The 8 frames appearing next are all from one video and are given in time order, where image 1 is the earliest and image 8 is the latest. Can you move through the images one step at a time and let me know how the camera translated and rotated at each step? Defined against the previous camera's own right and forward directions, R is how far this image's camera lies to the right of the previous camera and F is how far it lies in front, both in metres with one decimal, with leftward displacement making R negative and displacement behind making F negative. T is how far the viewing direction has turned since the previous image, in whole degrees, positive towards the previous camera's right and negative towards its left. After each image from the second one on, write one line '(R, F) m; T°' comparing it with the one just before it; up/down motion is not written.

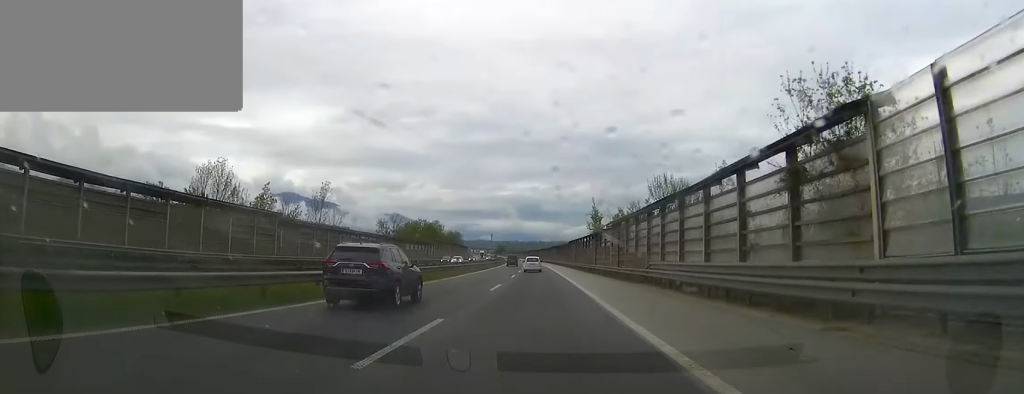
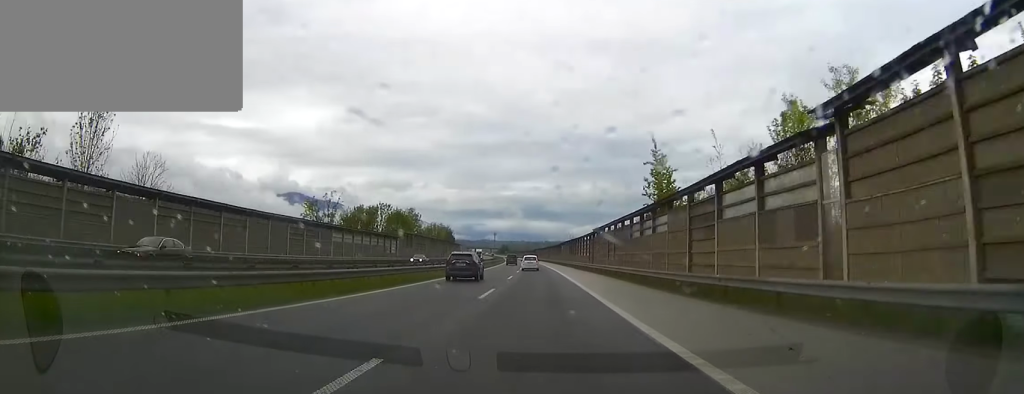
(-0.3, +40.6) m; -1°
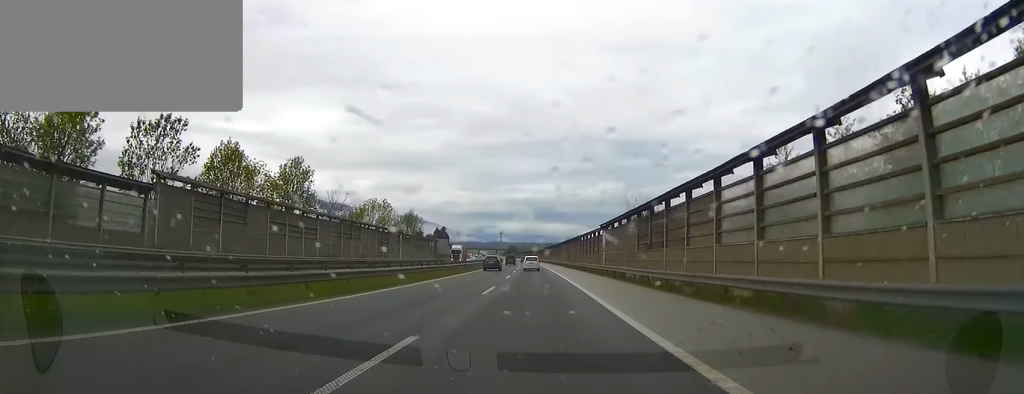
(-0.9, +68.3) m; -1°
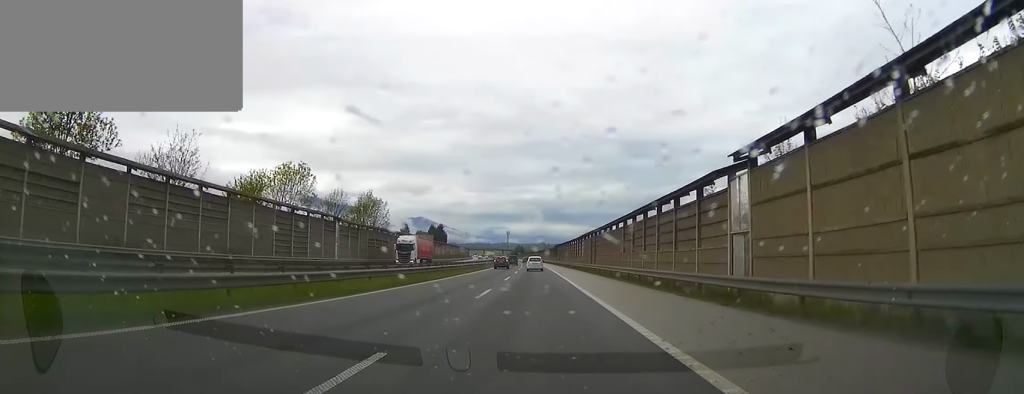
(-0.4, +37.2) m; -1°
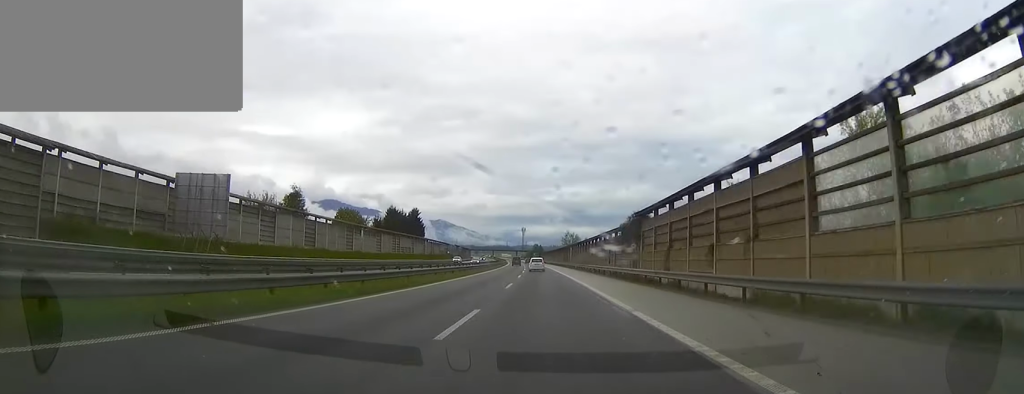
(-0.9, +98.5) m; -2°
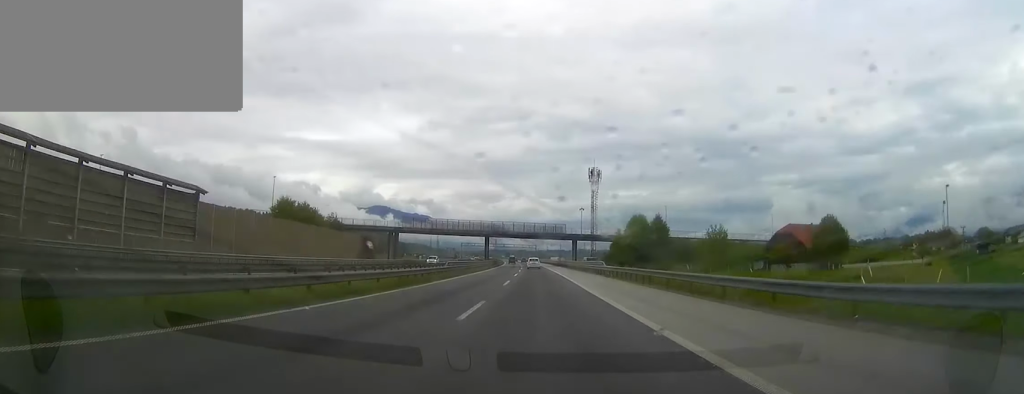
(-15.3, +296.1) m; -5°
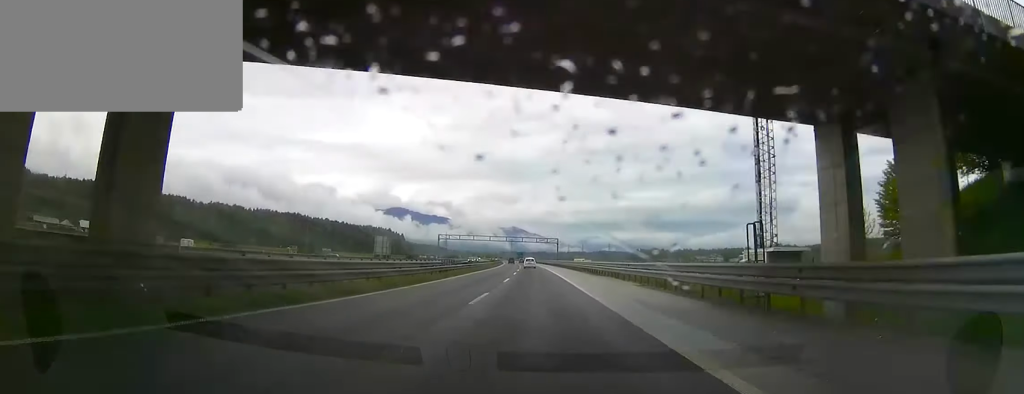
(-2.2, +102.1) m; -2°
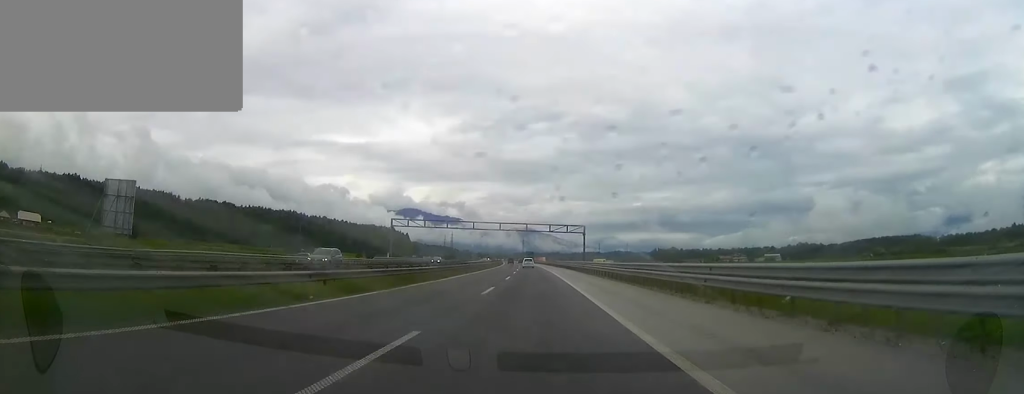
(-0.3, +66.3) m; -1°
